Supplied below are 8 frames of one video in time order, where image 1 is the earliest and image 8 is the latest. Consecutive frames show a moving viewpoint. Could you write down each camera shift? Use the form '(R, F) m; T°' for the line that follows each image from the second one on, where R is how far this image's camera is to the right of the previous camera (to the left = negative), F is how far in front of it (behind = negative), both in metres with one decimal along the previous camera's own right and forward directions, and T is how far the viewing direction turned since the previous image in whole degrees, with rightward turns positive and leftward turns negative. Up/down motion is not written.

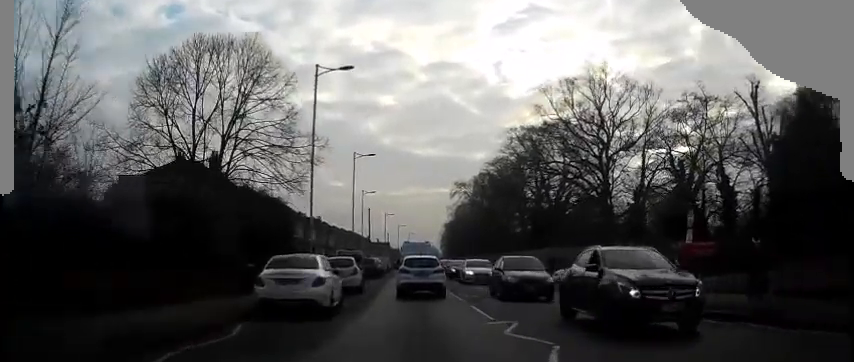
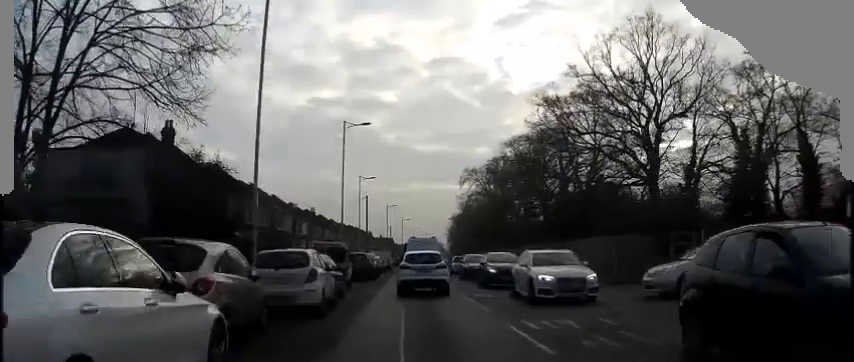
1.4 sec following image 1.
(+0.1, +11.1) m; +1°
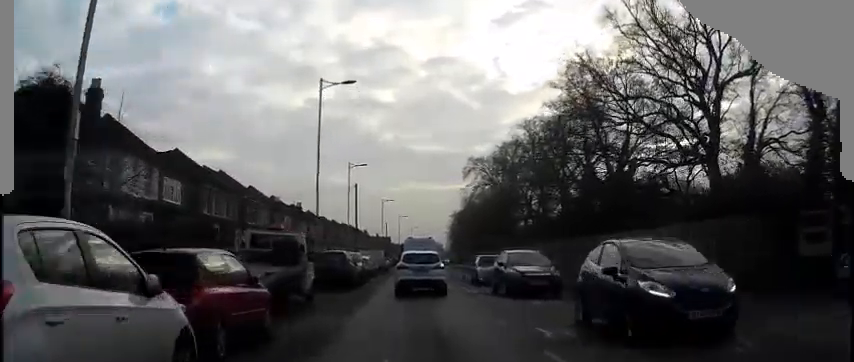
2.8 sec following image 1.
(+0.2, +10.6) m; +3°
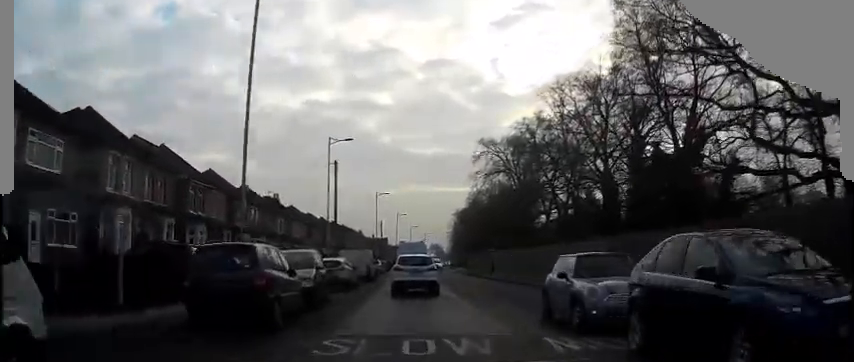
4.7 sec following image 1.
(+0.1, +14.1) m; -2°
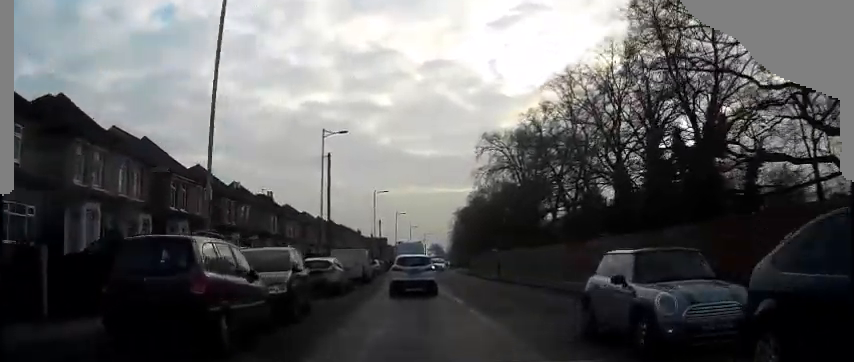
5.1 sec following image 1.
(-0.1, +3.3) m; 0°
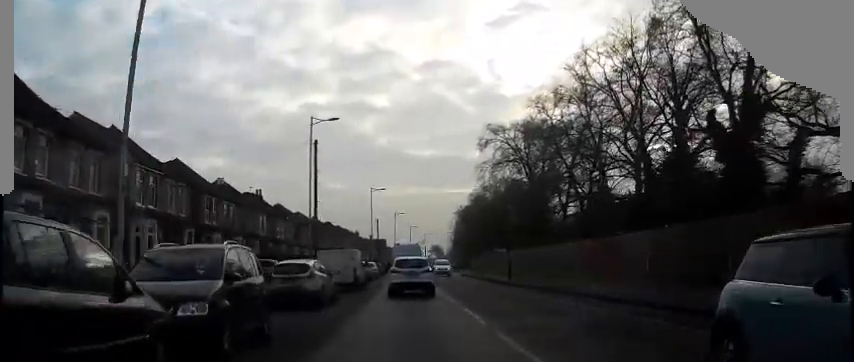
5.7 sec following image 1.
(-0.1, +4.8) m; 0°
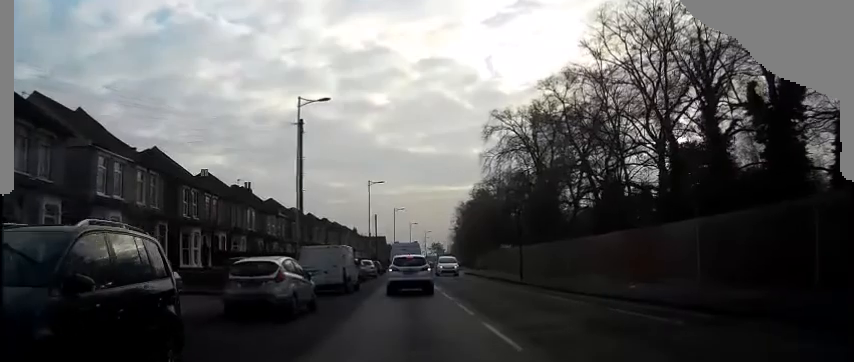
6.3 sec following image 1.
(+0.1, +4.4) m; +1°
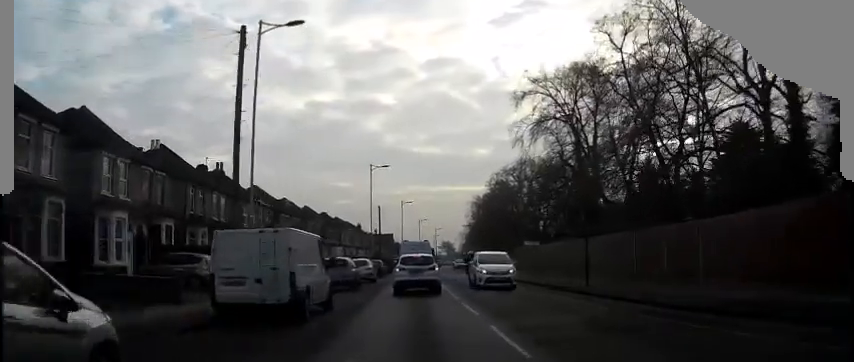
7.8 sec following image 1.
(0.0, +12.3) m; -1°
